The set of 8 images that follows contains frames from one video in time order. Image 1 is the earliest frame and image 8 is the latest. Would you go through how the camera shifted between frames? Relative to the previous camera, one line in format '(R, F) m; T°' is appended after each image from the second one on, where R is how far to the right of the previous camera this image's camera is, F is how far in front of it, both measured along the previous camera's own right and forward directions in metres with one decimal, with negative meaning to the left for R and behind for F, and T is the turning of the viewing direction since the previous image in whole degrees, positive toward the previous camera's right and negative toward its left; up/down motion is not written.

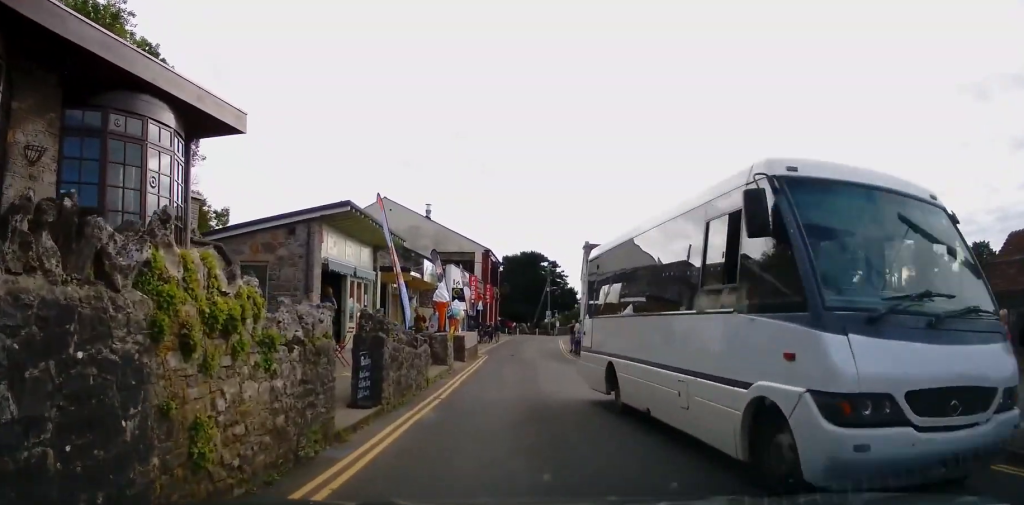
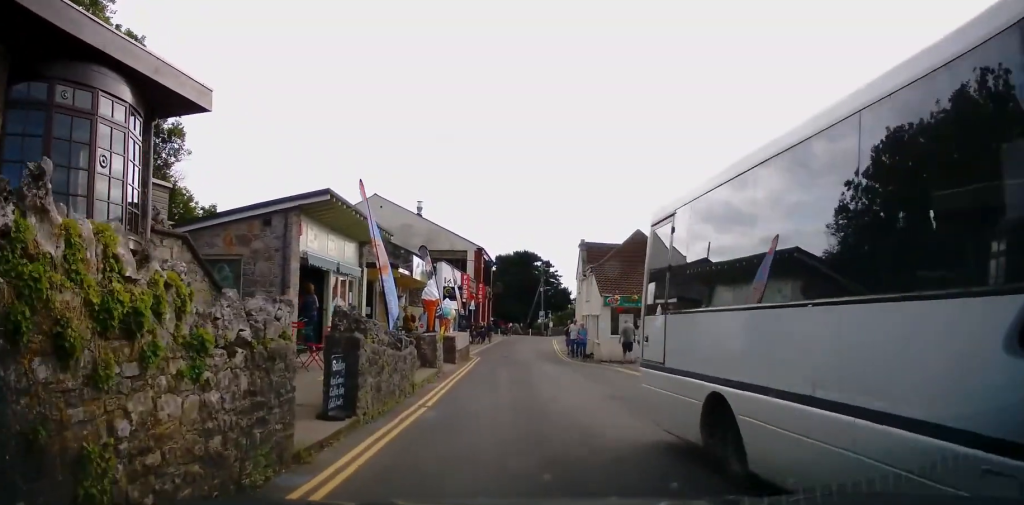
(0.0, +1.3) m; +2°
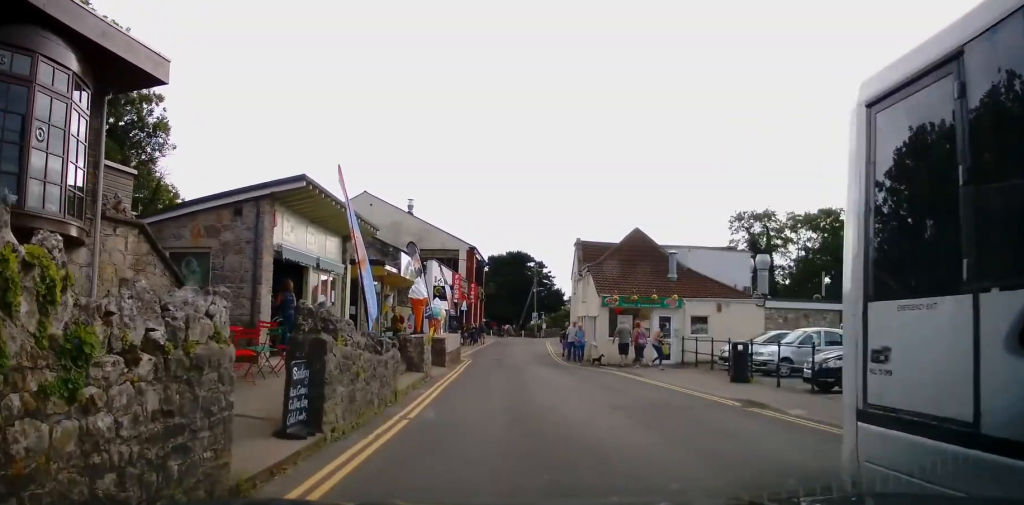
(+0.2, +1.5) m; +1°
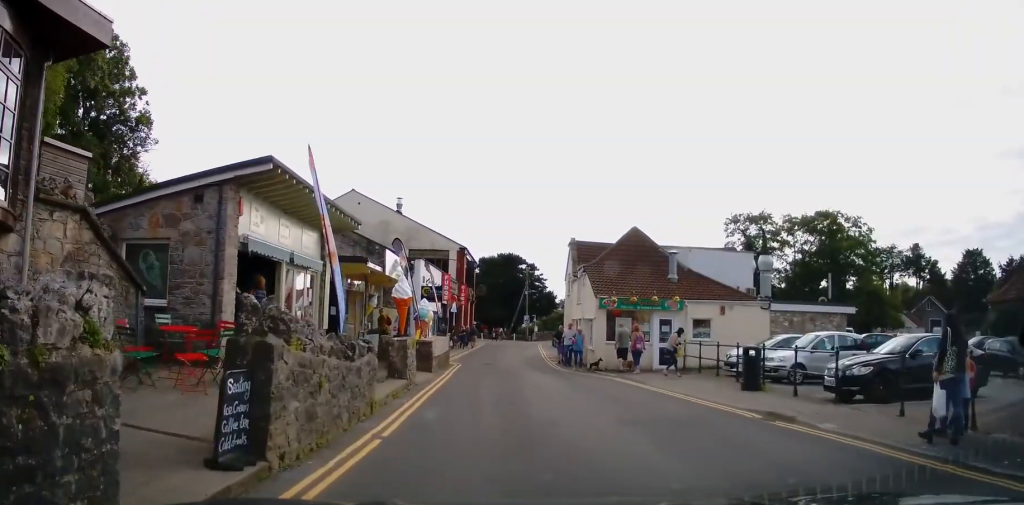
(0.0, +1.5) m; 0°
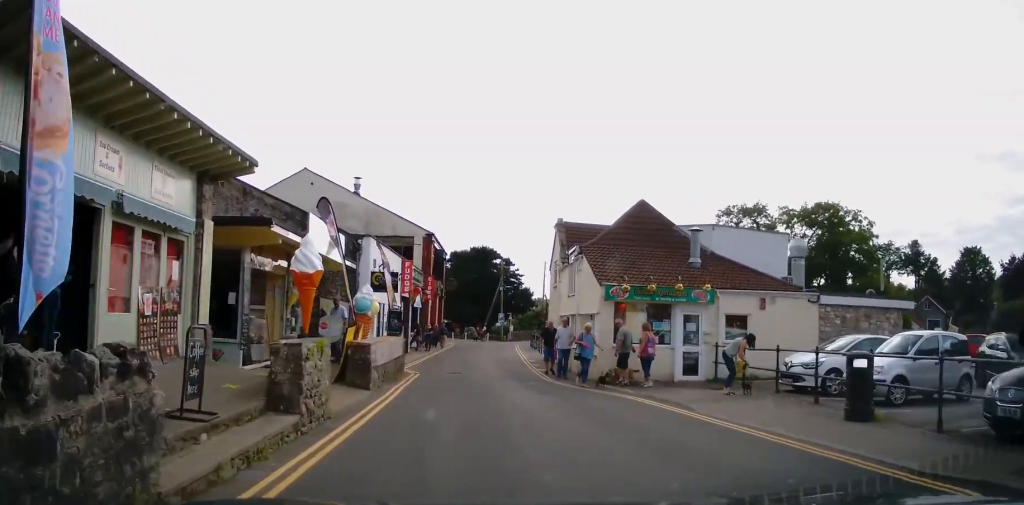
(-0.3, +5.7) m; -5°
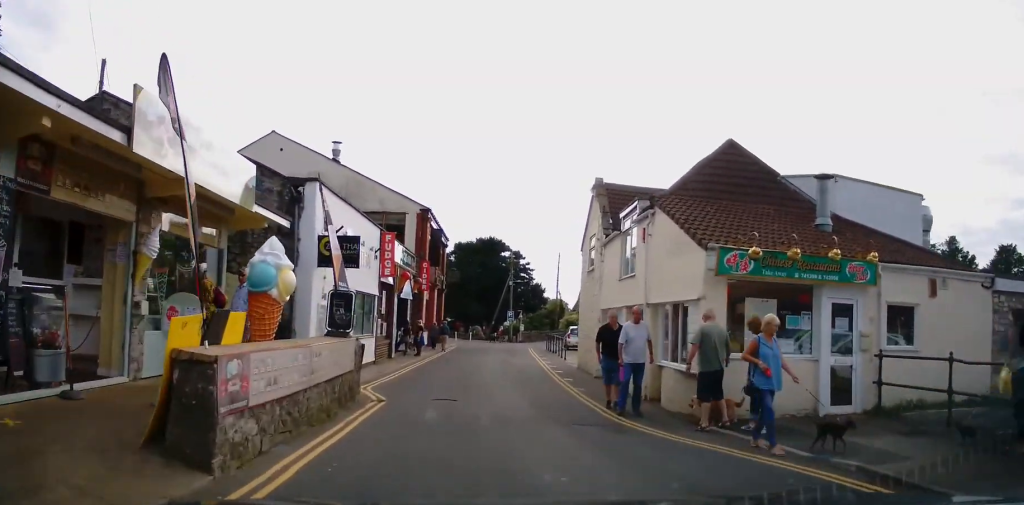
(-0.3, +7.3) m; -2°
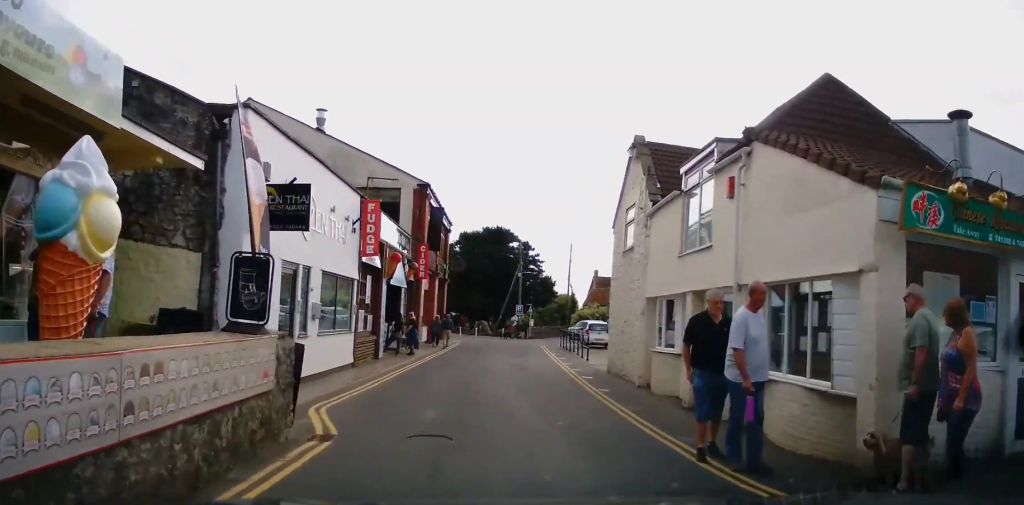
(0.0, +4.1) m; +1°
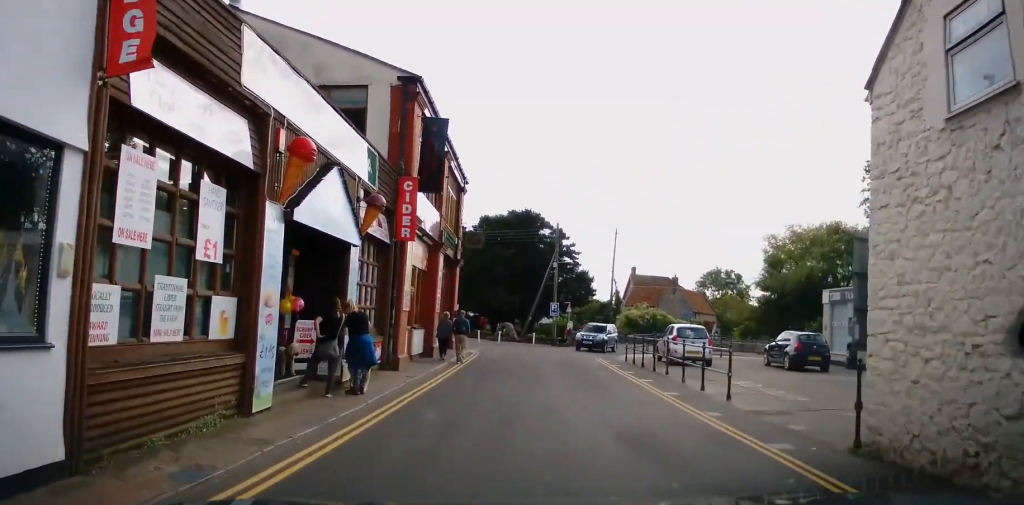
(+0.4, +11.7) m; +4°
